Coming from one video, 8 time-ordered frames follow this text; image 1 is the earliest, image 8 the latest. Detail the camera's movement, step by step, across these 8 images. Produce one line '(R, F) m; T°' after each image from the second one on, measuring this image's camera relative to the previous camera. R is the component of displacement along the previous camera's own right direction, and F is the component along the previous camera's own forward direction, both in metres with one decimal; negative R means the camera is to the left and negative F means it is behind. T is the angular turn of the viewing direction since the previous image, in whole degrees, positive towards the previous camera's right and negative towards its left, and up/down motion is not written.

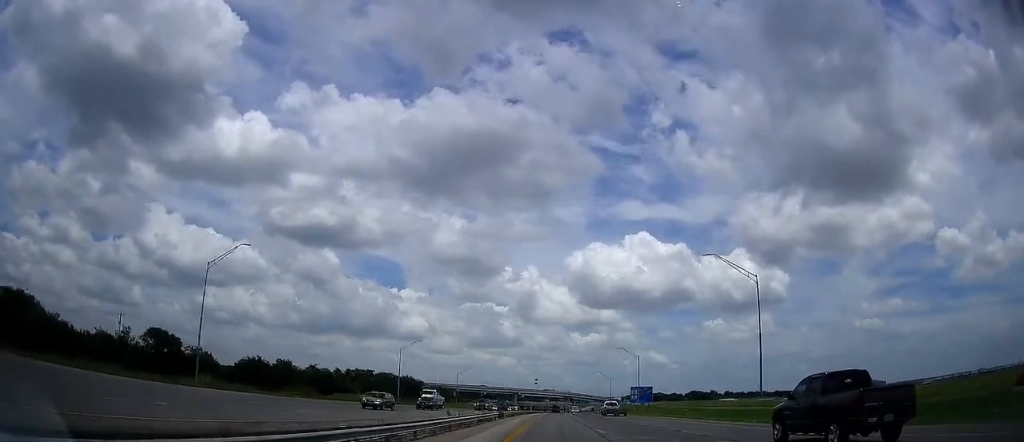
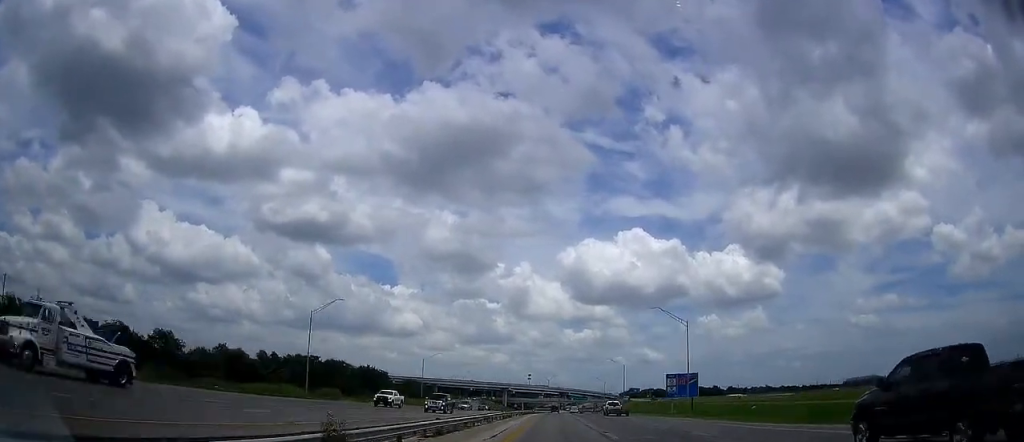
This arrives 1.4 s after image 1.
(+0.5, +40.4) m; +1°
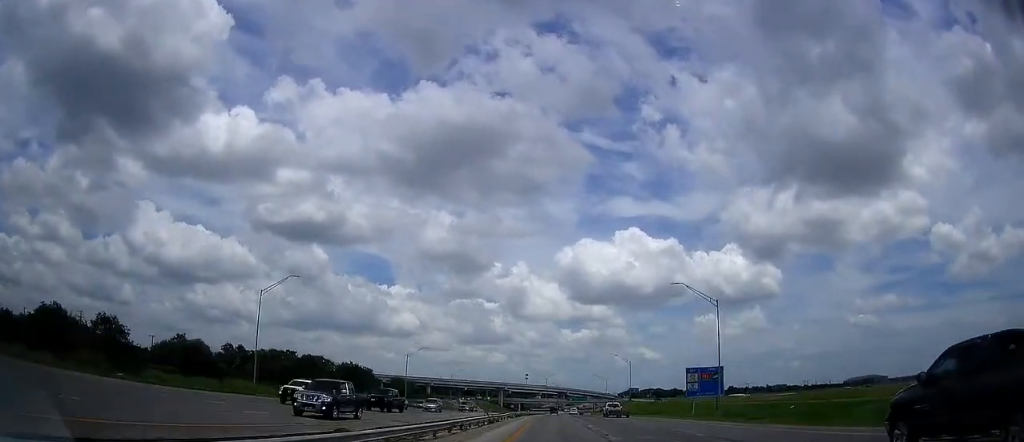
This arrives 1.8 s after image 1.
(0.0, +12.8) m; 0°
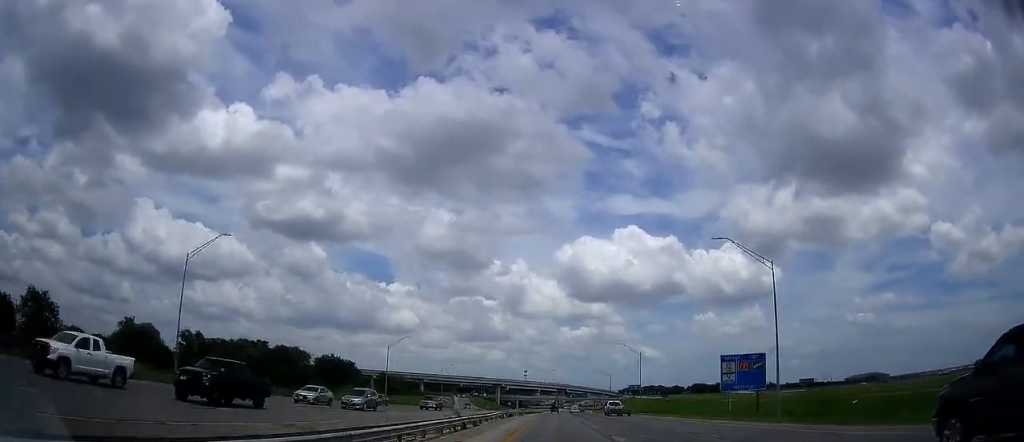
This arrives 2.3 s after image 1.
(0.0, +13.8) m; 0°
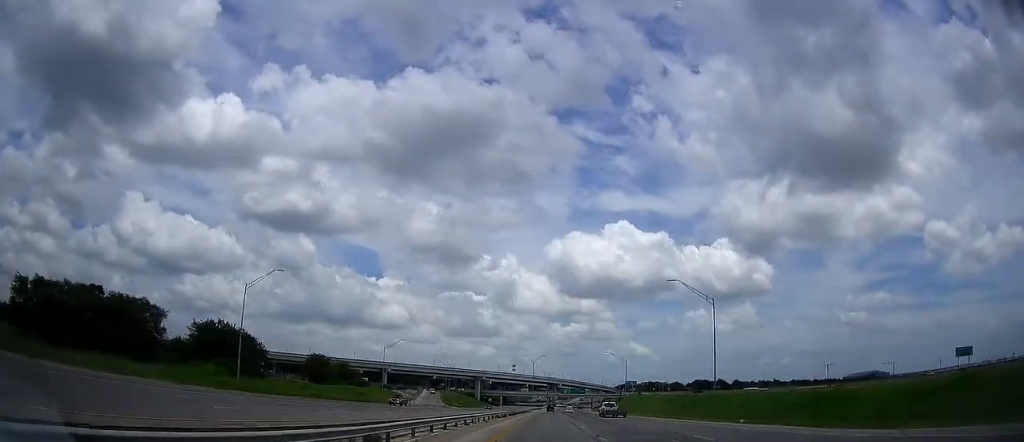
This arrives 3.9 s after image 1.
(+0.4, +49.5) m; 0°
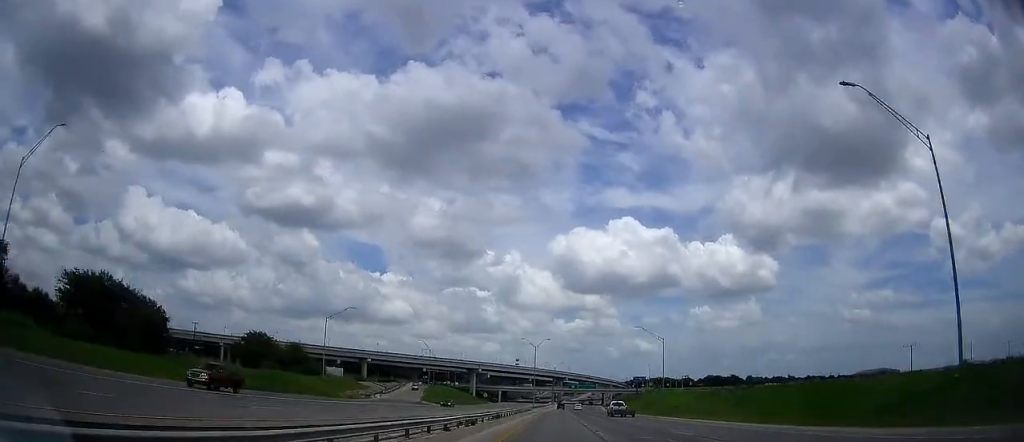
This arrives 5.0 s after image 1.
(-0.2, +32.6) m; 0°
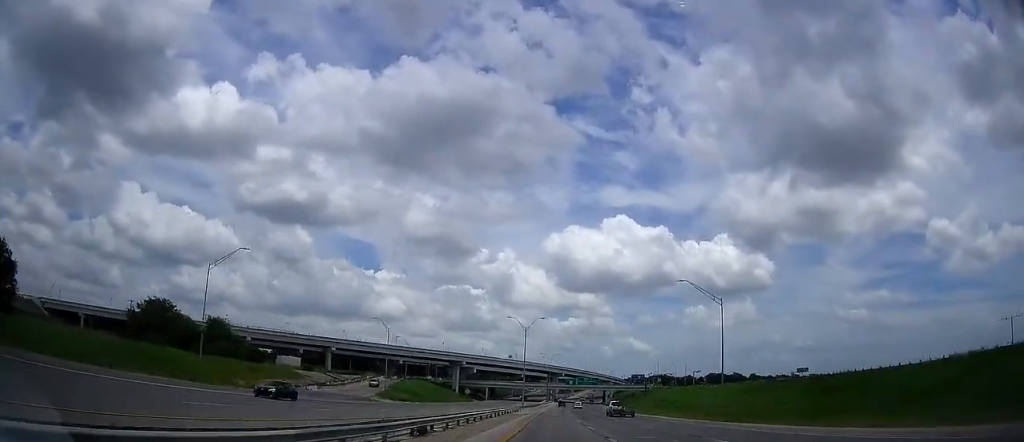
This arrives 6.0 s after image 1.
(+0.2, +29.5) m; +1°
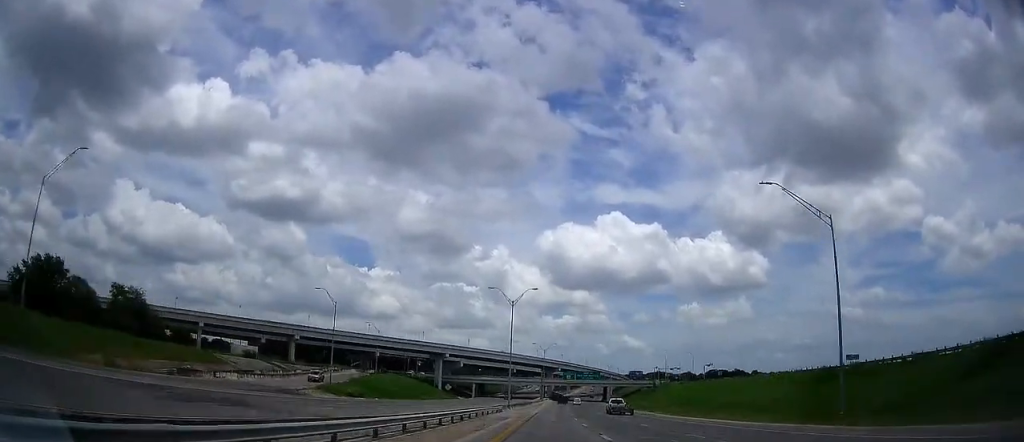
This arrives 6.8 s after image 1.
(+0.3, +22.7) m; 0°
